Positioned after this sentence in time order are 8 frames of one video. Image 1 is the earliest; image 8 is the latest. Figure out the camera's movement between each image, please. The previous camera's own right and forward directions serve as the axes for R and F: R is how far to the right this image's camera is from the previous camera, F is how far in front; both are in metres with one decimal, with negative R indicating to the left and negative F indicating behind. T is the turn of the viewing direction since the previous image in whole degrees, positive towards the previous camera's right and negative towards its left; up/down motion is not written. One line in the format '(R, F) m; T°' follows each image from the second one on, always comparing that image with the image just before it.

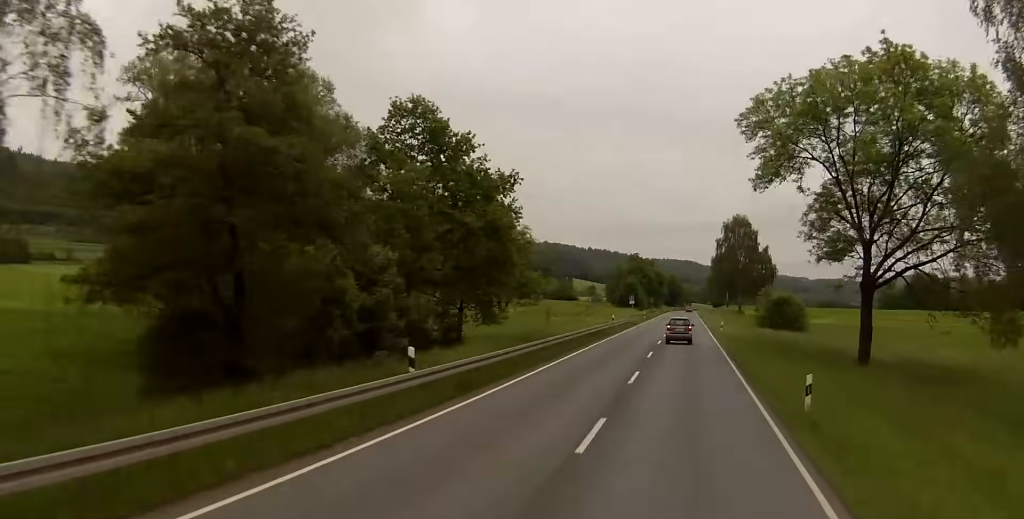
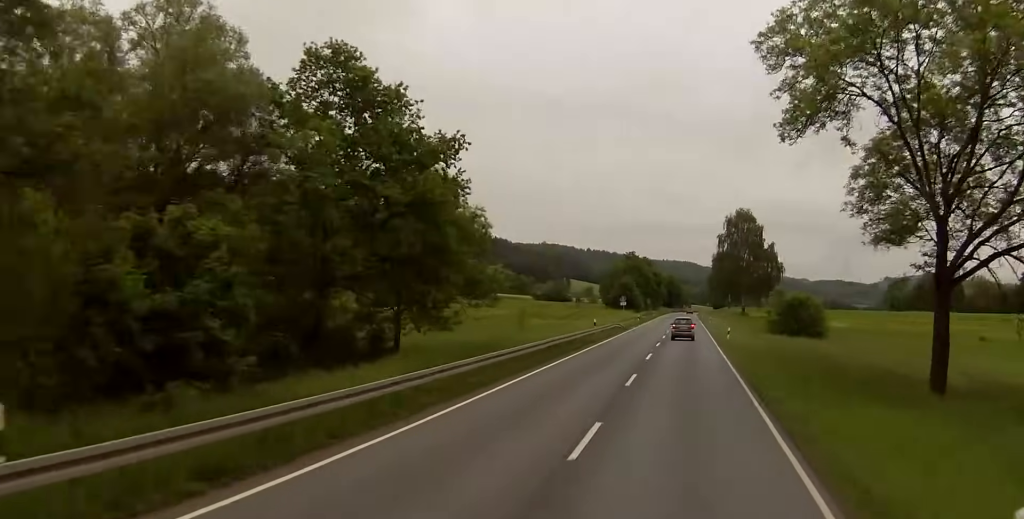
(0.0, +12.8) m; 0°
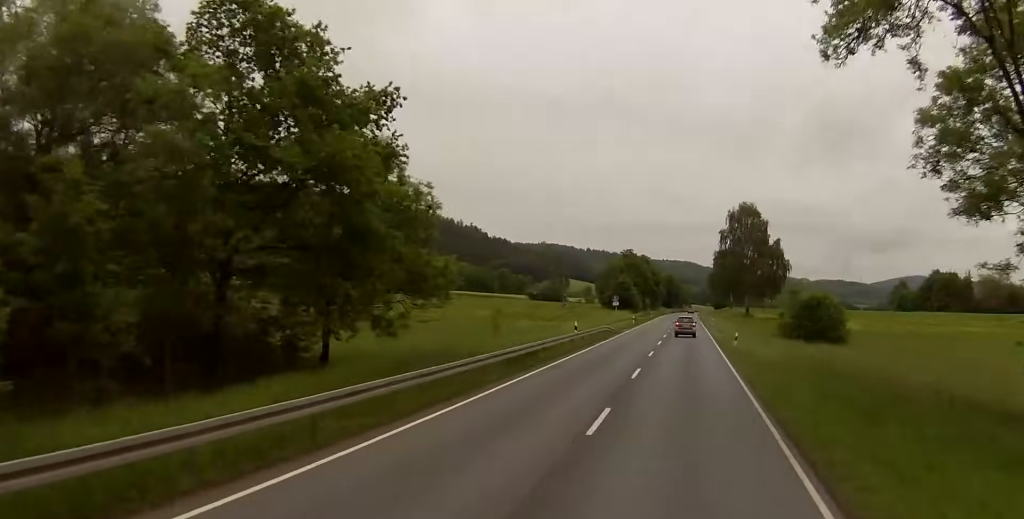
(0.0, +9.6) m; 0°
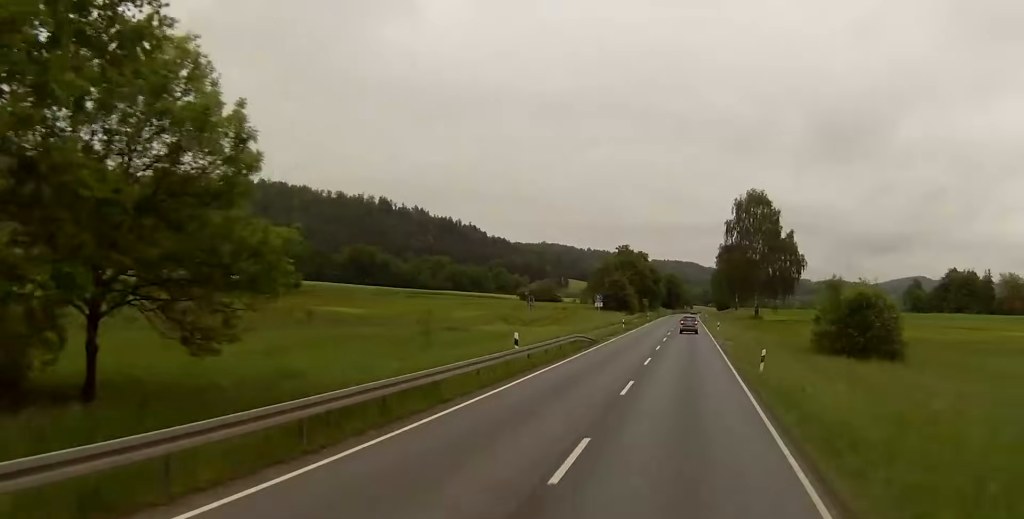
(0.0, +16.7) m; 0°
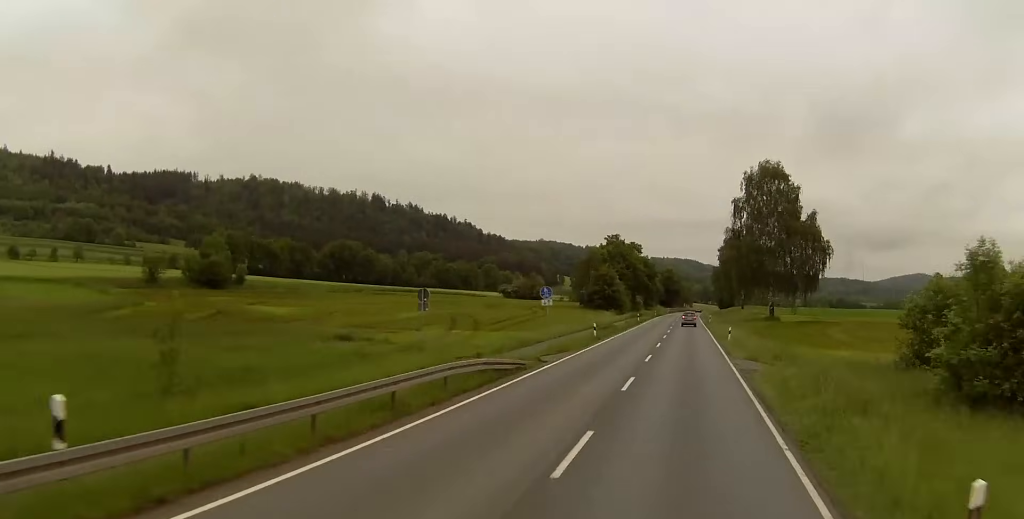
(-0.1, +23.8) m; 0°
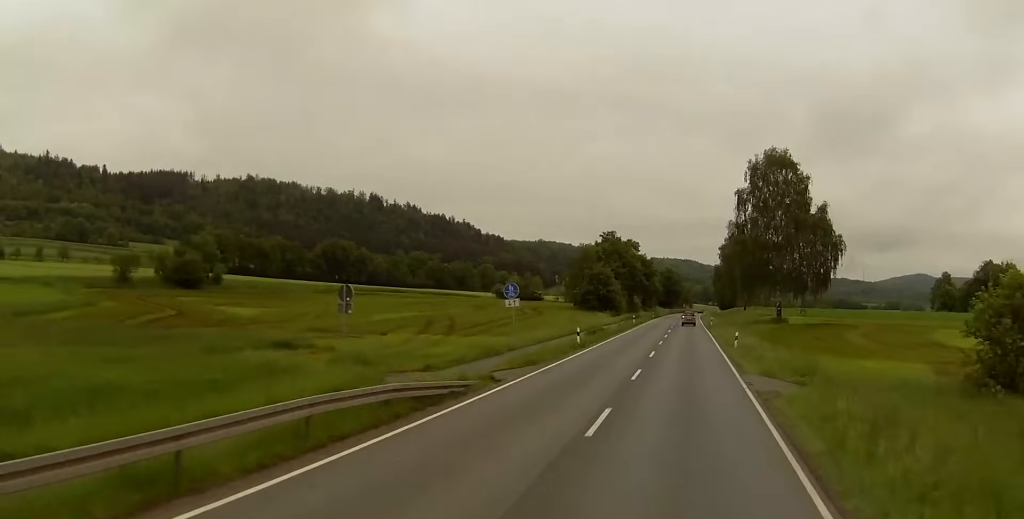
(0.0, +8.3) m; 0°
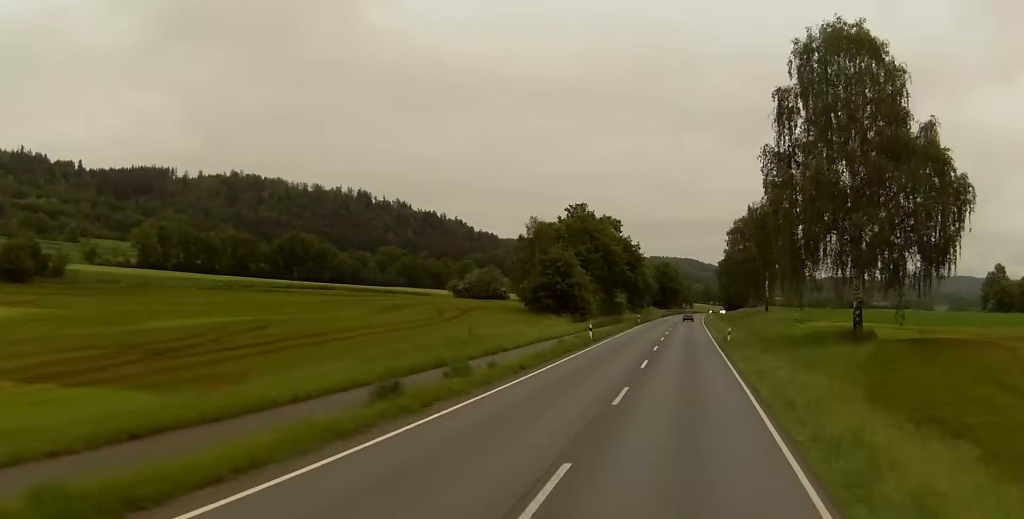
(+0.1, +43.6) m; +1°
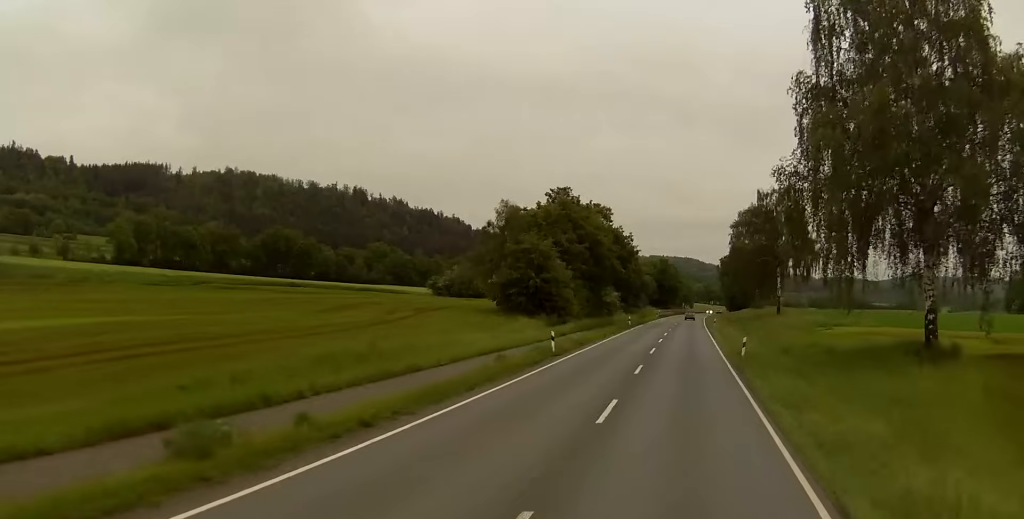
(+0.3, +15.4) m; 0°
